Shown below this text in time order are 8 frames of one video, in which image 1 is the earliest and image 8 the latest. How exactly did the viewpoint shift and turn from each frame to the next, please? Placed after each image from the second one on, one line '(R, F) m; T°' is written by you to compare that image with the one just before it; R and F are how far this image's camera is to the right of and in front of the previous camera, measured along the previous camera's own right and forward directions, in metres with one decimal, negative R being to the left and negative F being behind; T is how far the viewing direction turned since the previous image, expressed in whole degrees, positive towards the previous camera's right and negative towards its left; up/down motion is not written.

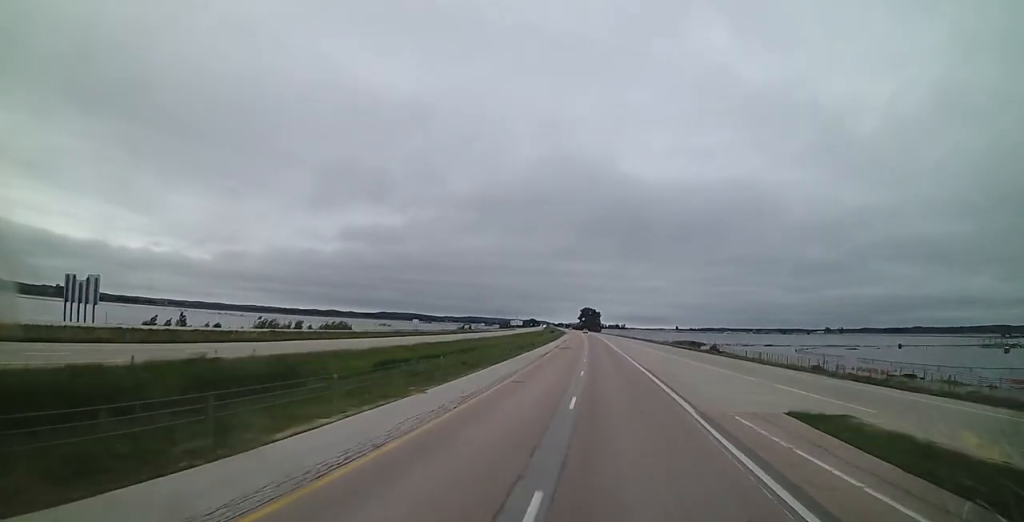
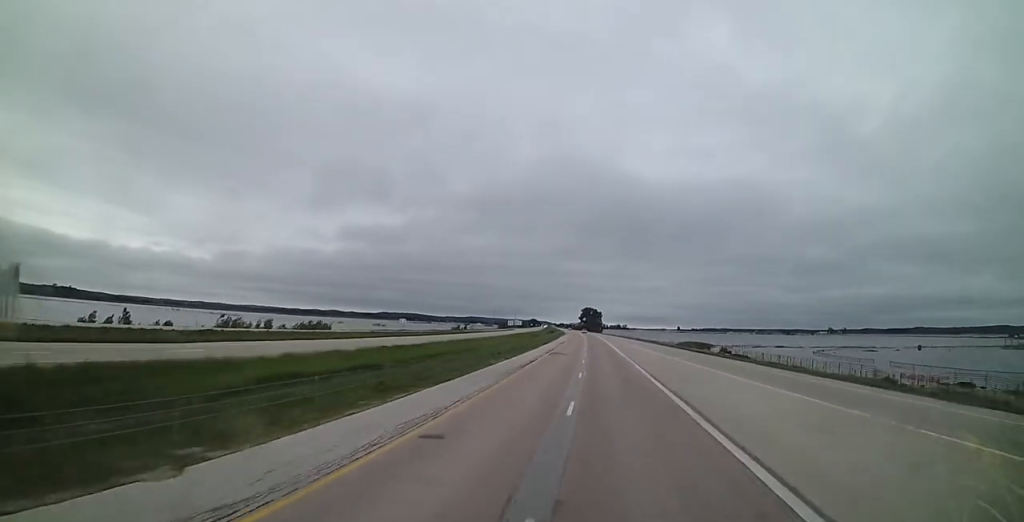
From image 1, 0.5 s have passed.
(+0.1, +13.5) m; 0°
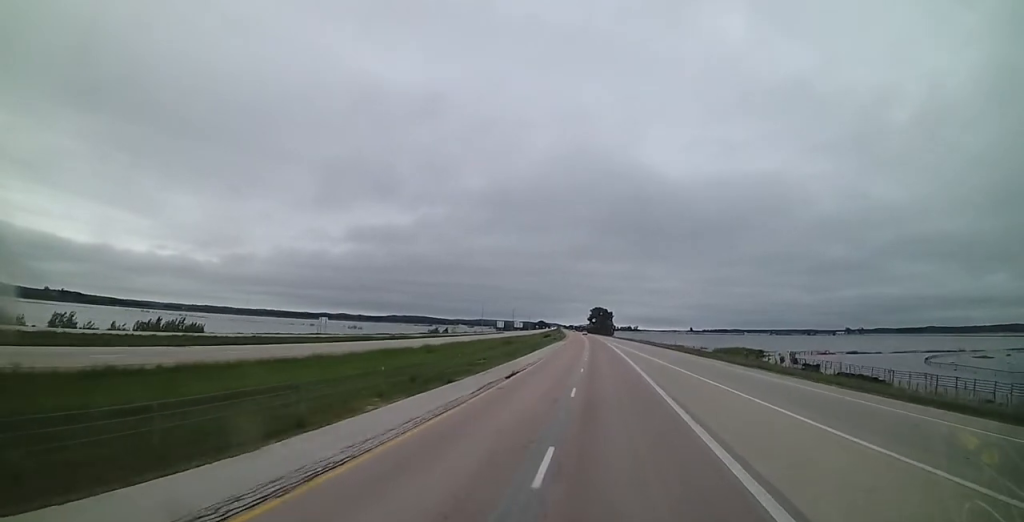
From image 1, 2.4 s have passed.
(-0.8, +55.6) m; -1°
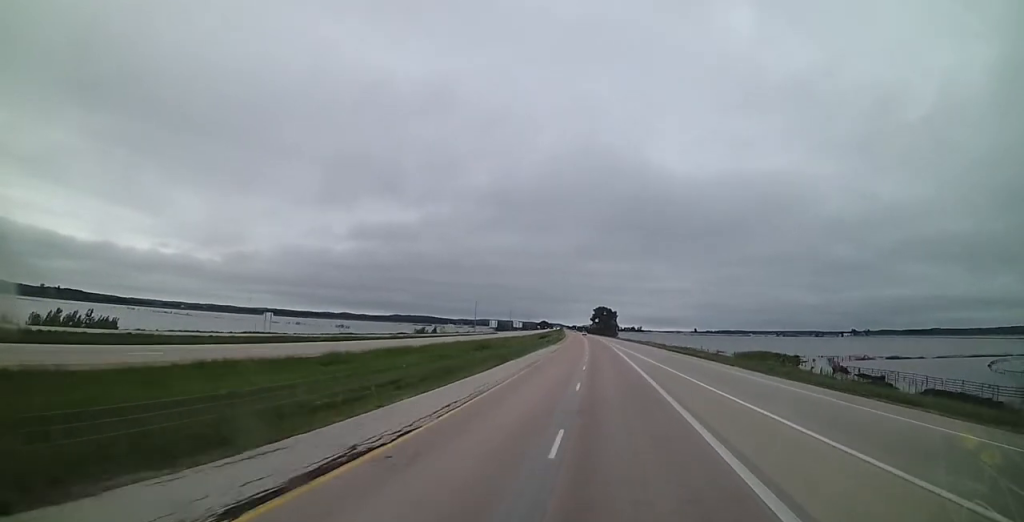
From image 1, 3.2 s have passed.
(+0.1, +21.9) m; -1°
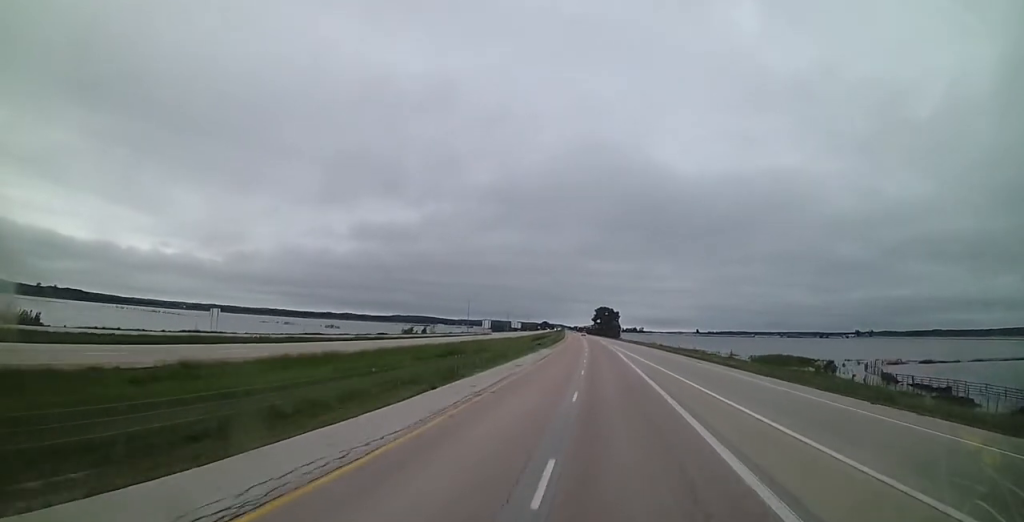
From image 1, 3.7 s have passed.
(0.0, +15.3) m; -1°
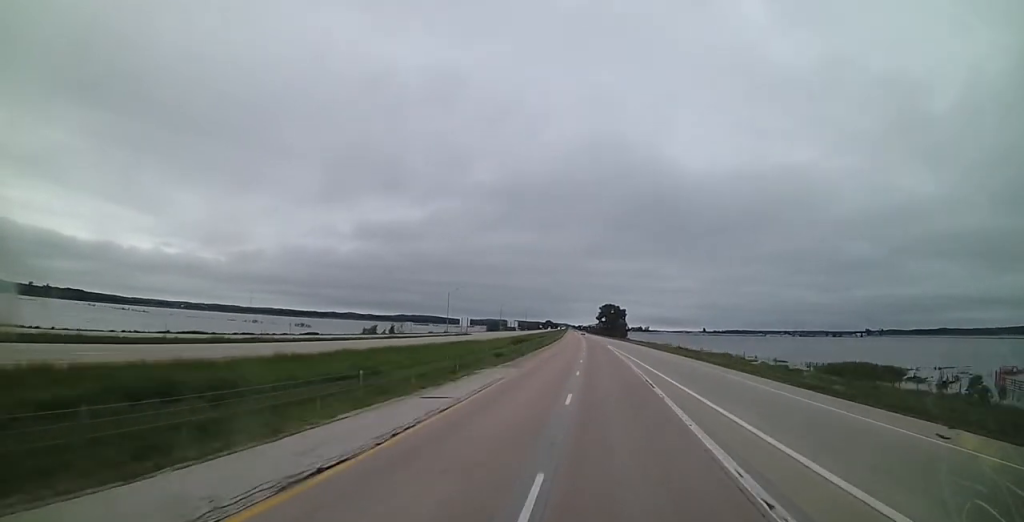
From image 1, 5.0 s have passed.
(-0.7, +37.4) m; -1°
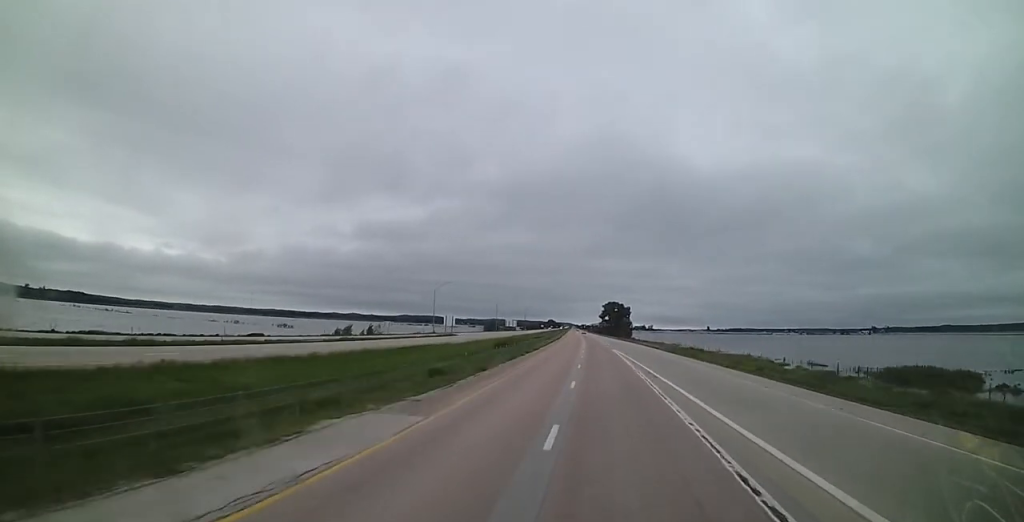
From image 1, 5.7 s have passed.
(0.0, +19.2) m; 0°
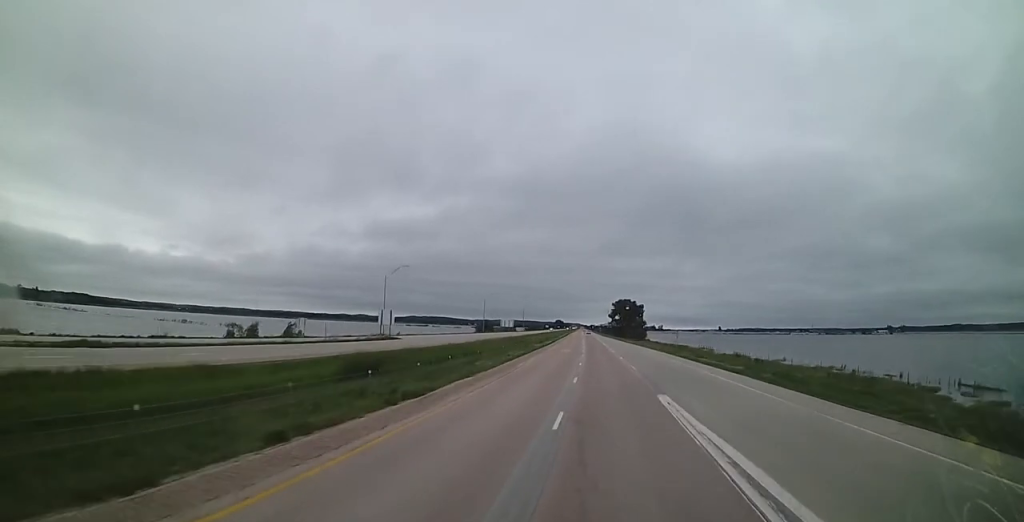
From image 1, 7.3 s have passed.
(0.0, +46.2) m; -1°
